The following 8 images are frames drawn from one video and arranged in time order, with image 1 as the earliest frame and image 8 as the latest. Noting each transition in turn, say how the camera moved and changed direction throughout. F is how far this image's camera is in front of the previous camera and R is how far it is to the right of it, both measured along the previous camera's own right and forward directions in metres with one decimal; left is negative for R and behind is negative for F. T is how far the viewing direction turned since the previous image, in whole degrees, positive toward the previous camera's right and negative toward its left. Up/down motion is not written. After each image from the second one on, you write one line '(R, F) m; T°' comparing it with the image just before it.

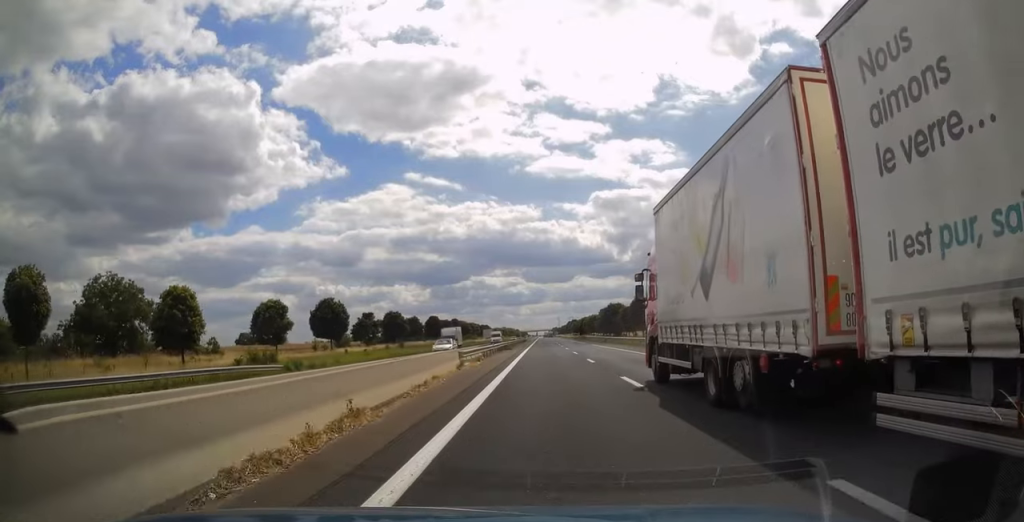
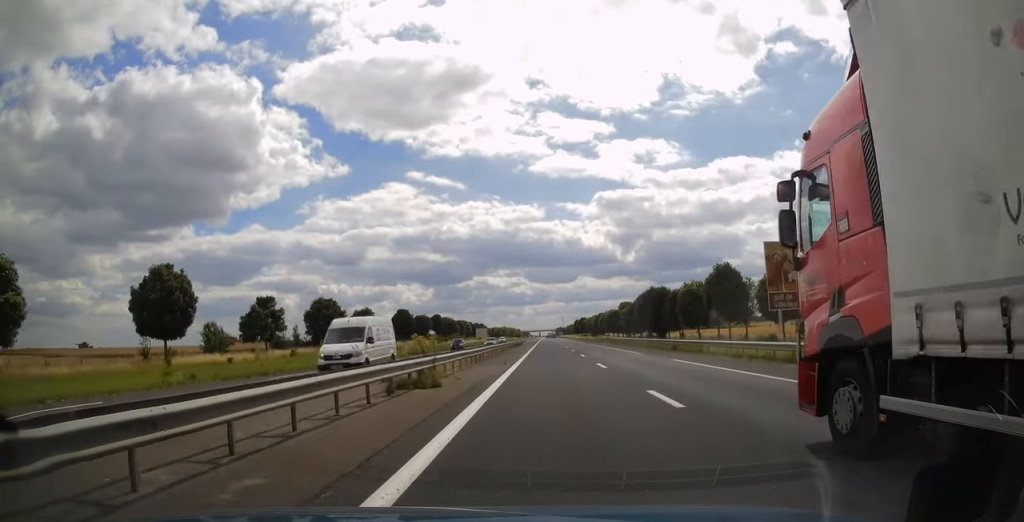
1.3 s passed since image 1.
(-0.4, +42.6) m; 0°
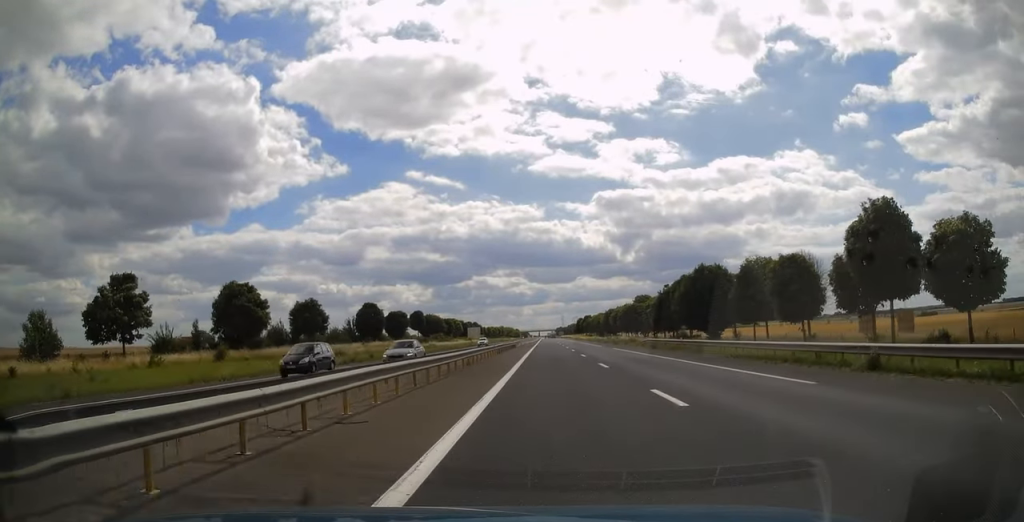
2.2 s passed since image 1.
(0.0, +25.8) m; +1°
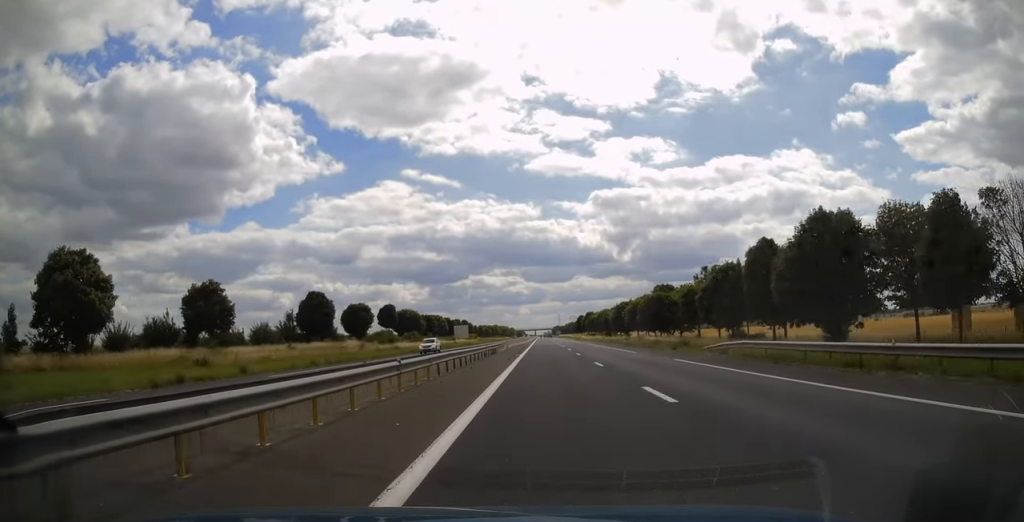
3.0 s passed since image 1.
(+0.3, +25.2) m; +1°
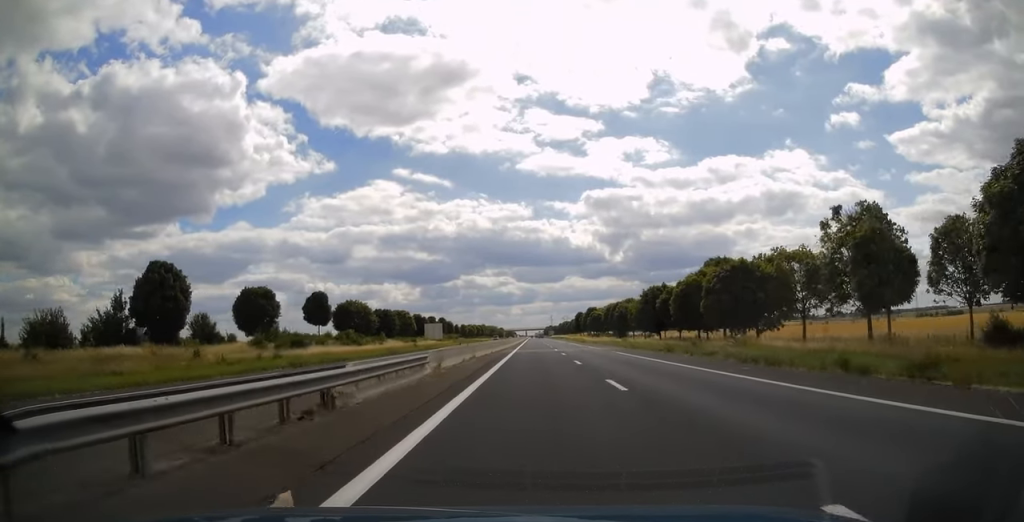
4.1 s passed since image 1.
(+0.2, +35.8) m; 0°
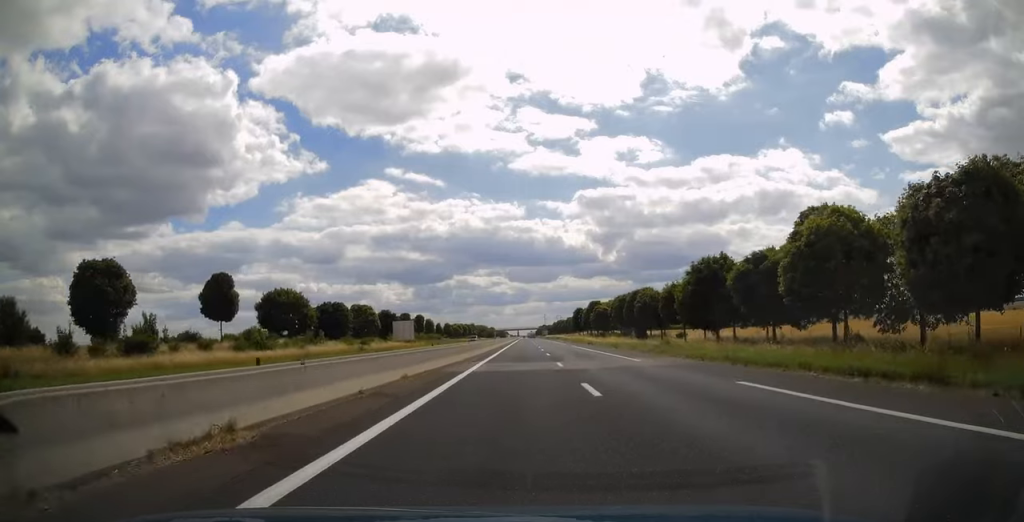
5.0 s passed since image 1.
(0.0, +27.0) m; +1°
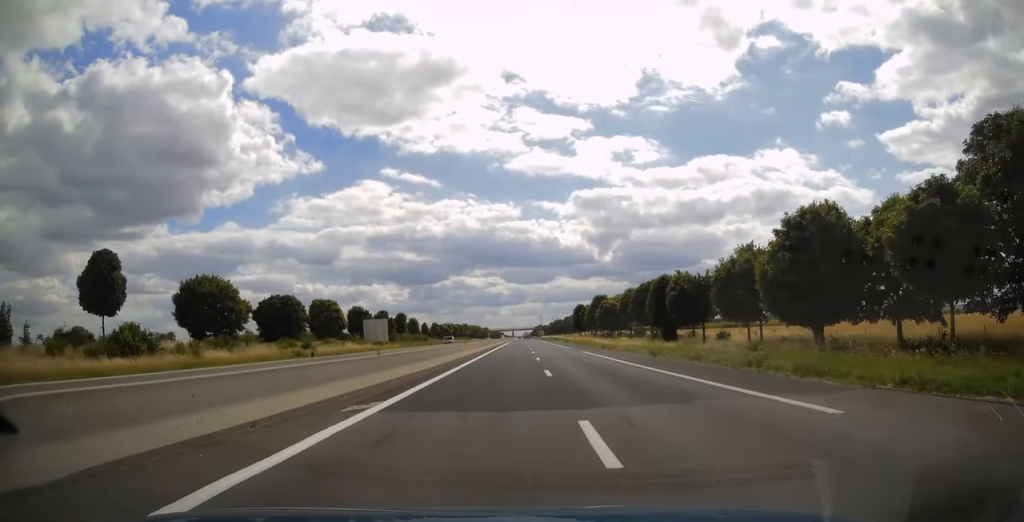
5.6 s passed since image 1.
(+0.1, +19.0) m; 0°
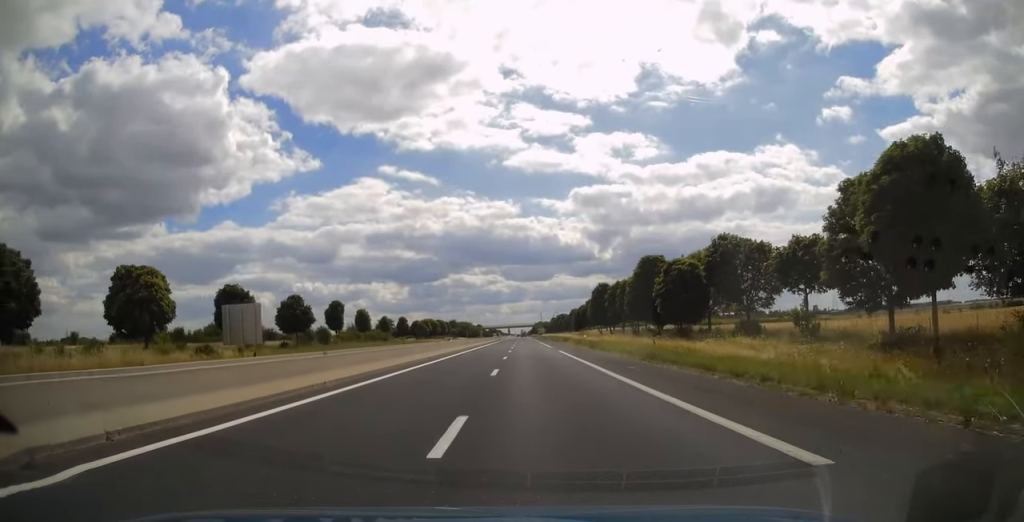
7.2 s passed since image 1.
(-0.3, +51.2) m; -1°
